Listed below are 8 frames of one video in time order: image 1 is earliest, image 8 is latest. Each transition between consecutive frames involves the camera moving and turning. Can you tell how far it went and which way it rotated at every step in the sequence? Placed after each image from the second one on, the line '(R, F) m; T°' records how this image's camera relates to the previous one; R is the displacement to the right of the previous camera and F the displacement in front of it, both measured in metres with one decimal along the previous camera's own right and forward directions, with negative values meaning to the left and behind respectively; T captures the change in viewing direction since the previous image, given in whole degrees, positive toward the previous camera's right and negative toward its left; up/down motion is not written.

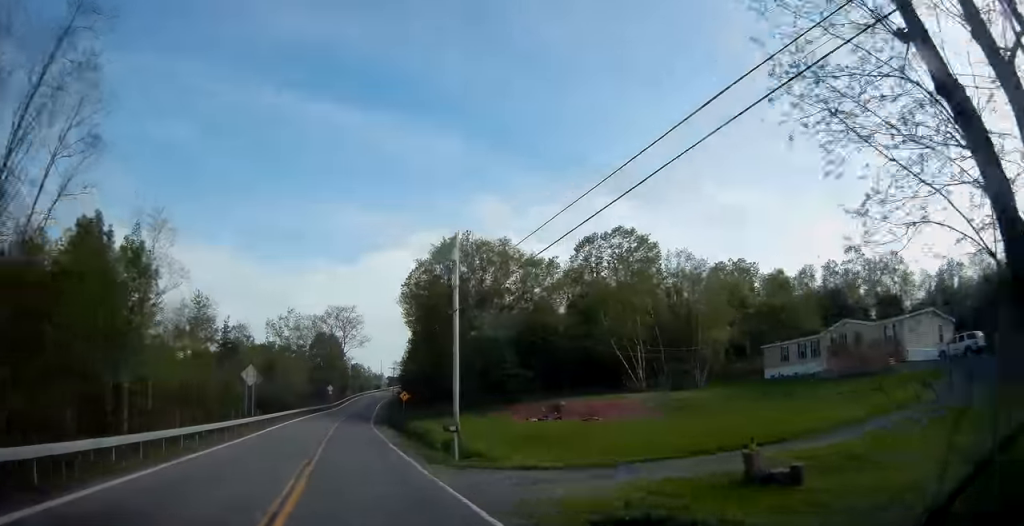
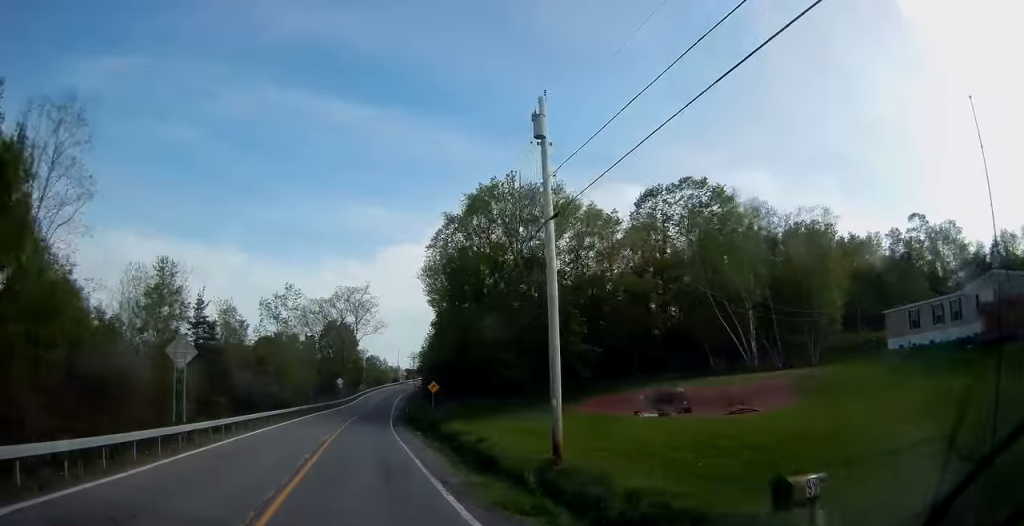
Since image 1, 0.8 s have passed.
(-0.6, +14.4) m; -4°
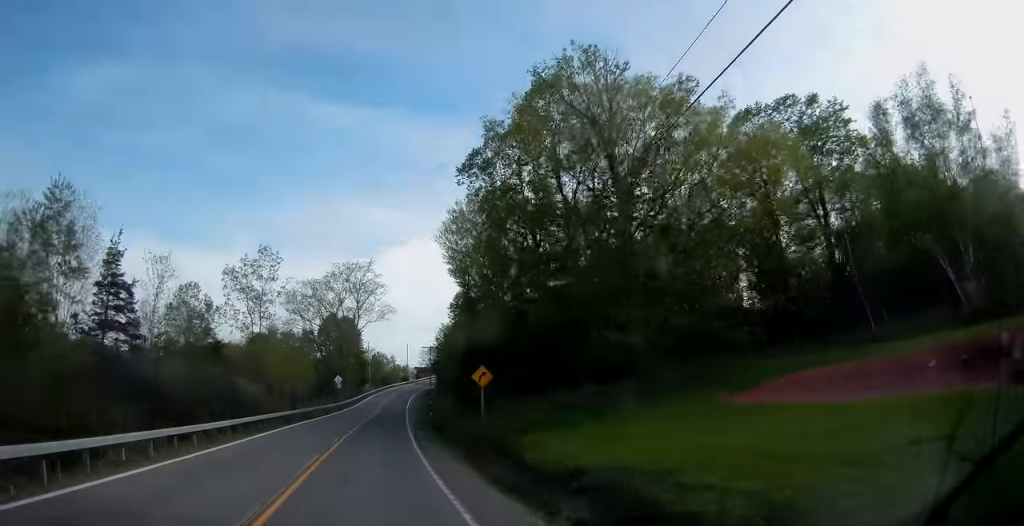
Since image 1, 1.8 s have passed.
(-0.6, +18.4) m; -3°
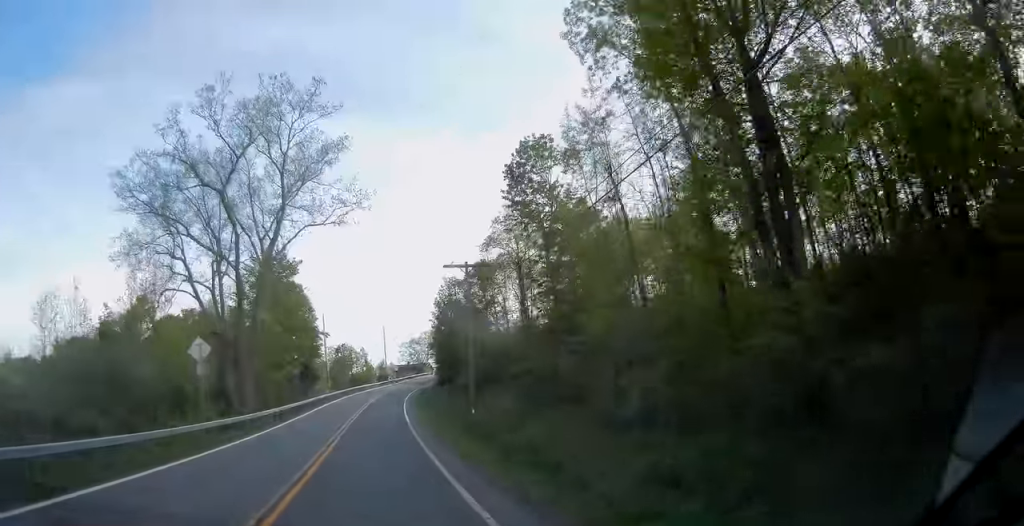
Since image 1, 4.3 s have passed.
(-0.4, +48.7) m; +2°
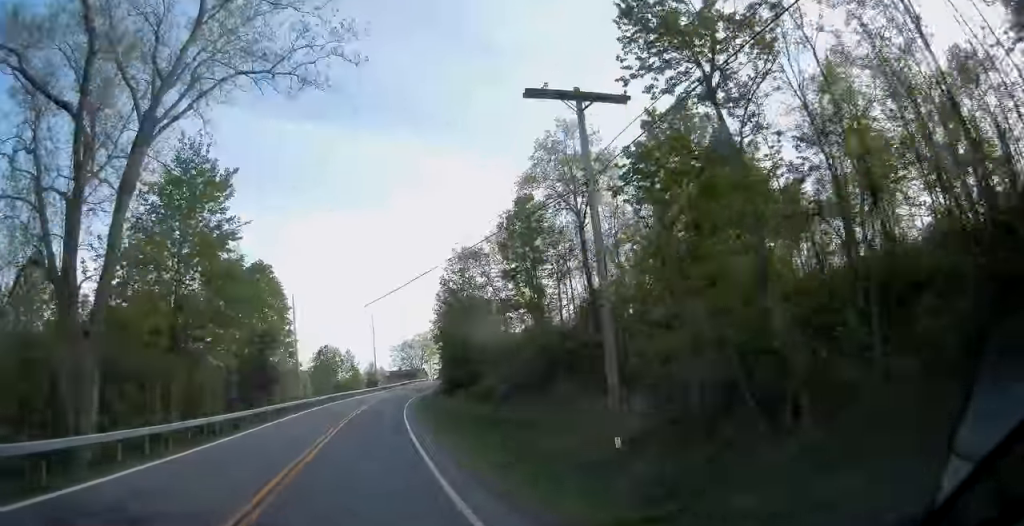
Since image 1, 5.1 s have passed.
(+0.3, +18.3) m; +1°
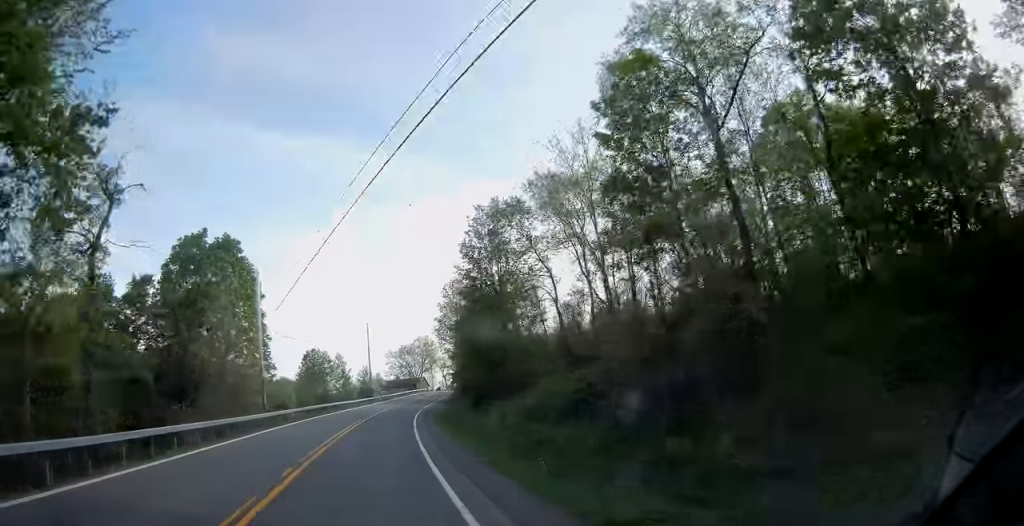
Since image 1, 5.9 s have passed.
(0.0, +15.9) m; +1°
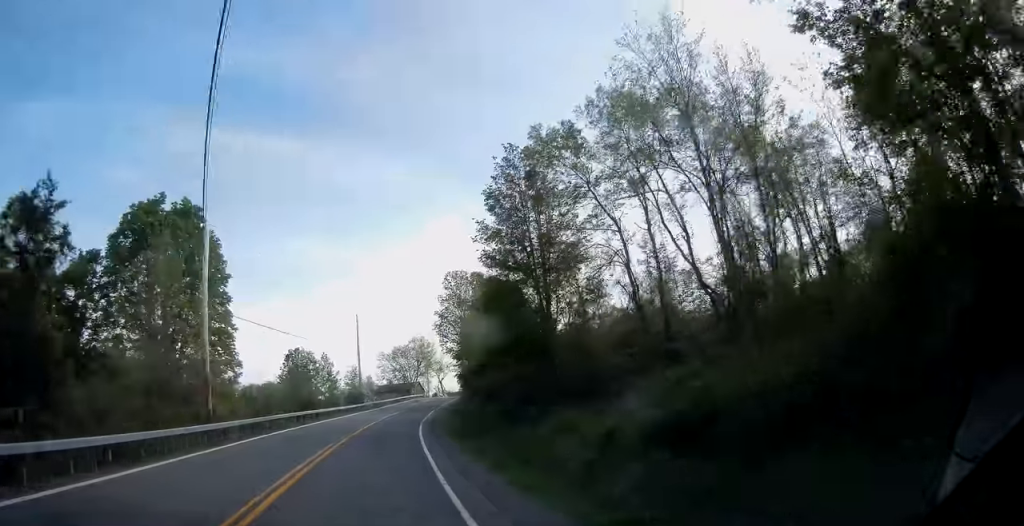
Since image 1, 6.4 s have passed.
(0.0, +11.7) m; +1°
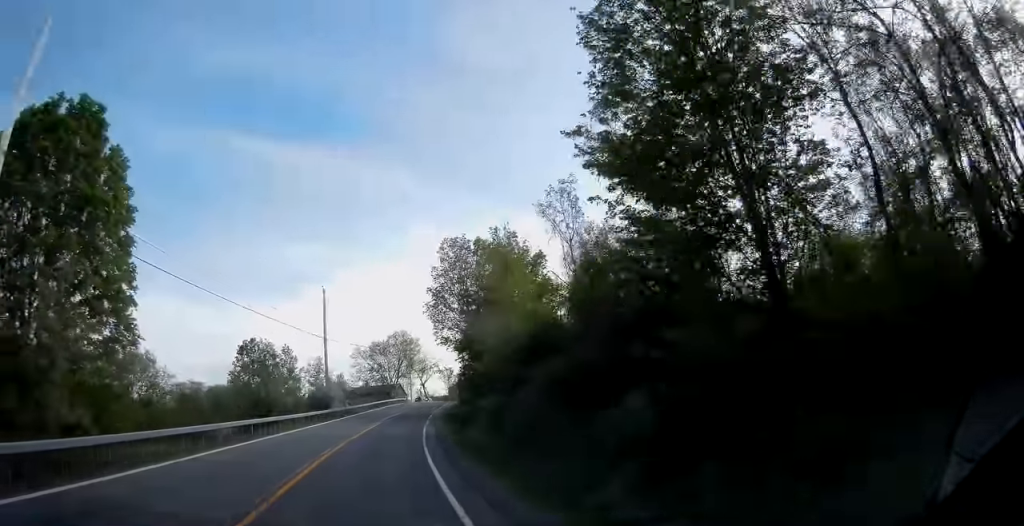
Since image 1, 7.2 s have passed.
(+0.4, +17.7) m; +1°
